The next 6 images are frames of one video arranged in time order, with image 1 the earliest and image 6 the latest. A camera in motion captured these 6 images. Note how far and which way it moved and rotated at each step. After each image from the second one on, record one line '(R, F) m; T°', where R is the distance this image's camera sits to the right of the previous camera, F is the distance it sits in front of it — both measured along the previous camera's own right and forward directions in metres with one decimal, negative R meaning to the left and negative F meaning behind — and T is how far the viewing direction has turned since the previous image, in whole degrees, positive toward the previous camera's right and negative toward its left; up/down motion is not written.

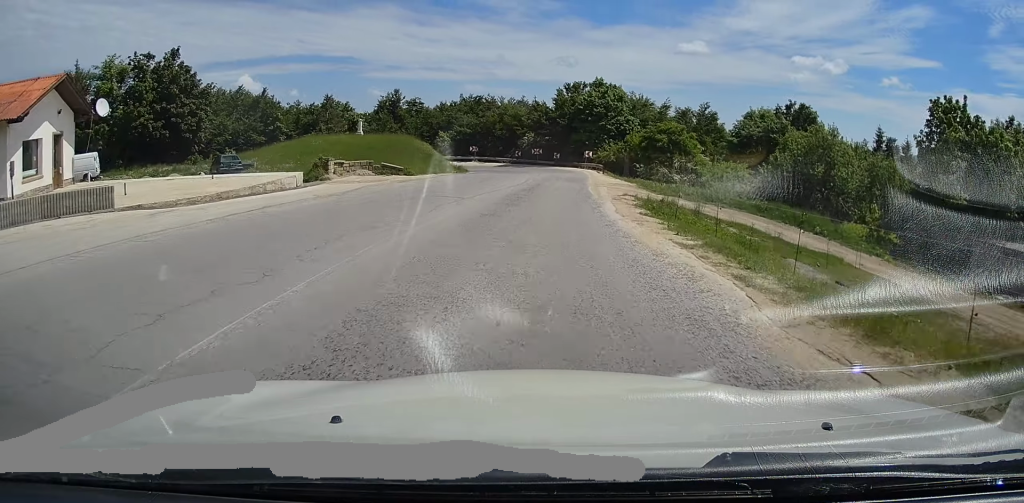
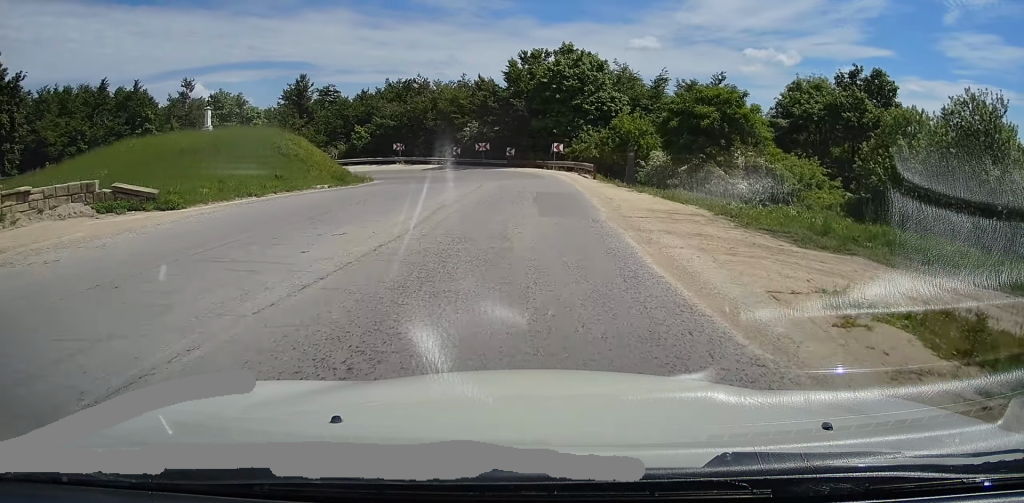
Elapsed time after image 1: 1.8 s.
(+0.6, +21.0) m; +4°
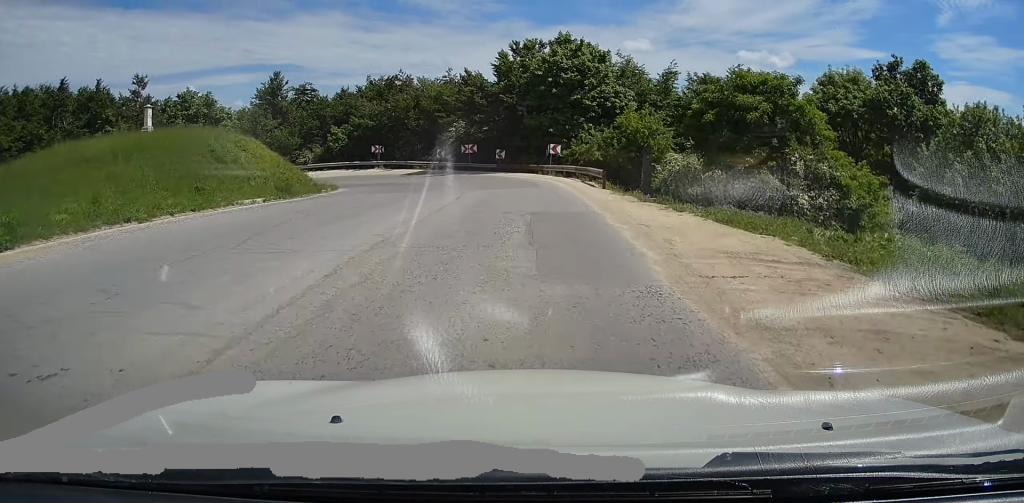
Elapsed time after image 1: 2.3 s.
(0.0, +5.7) m; 0°
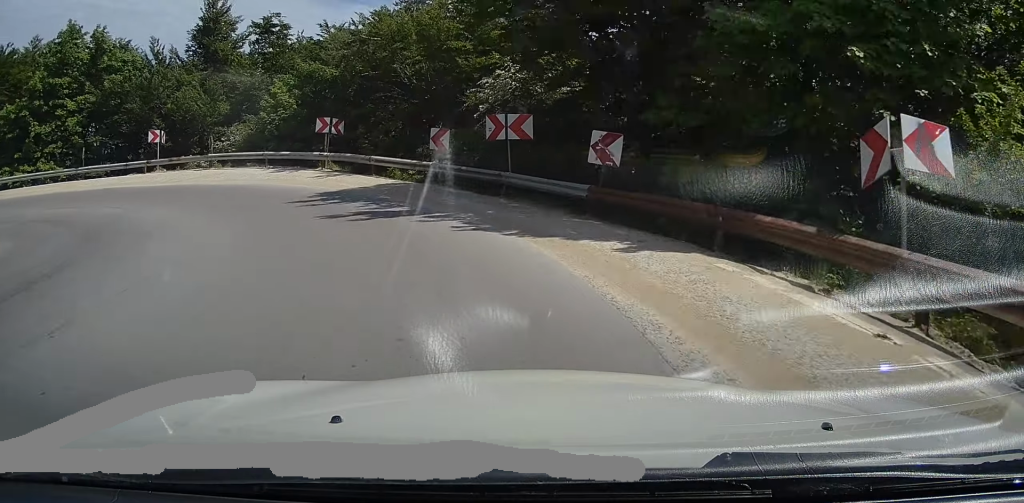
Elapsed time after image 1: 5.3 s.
(-2.9, +31.0) m; -25°
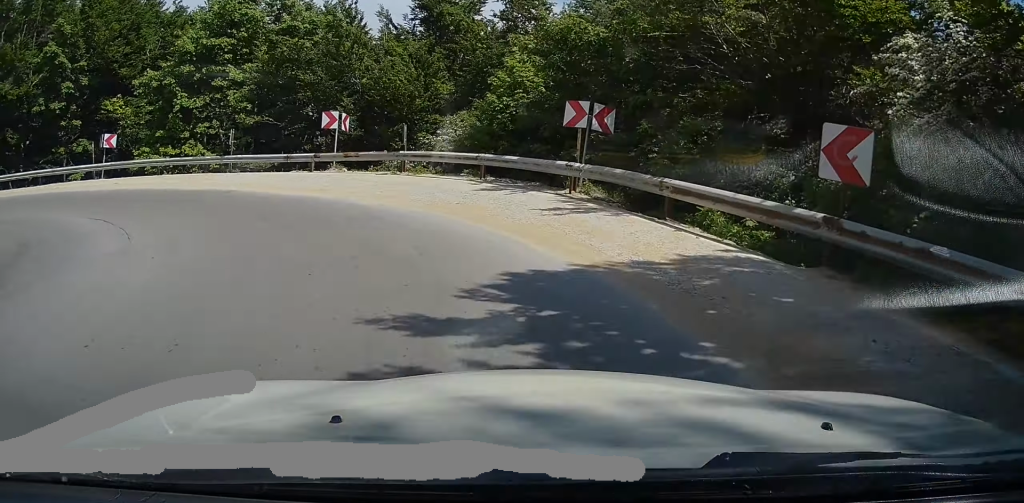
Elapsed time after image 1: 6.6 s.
(-2.9, +10.9) m; -32°
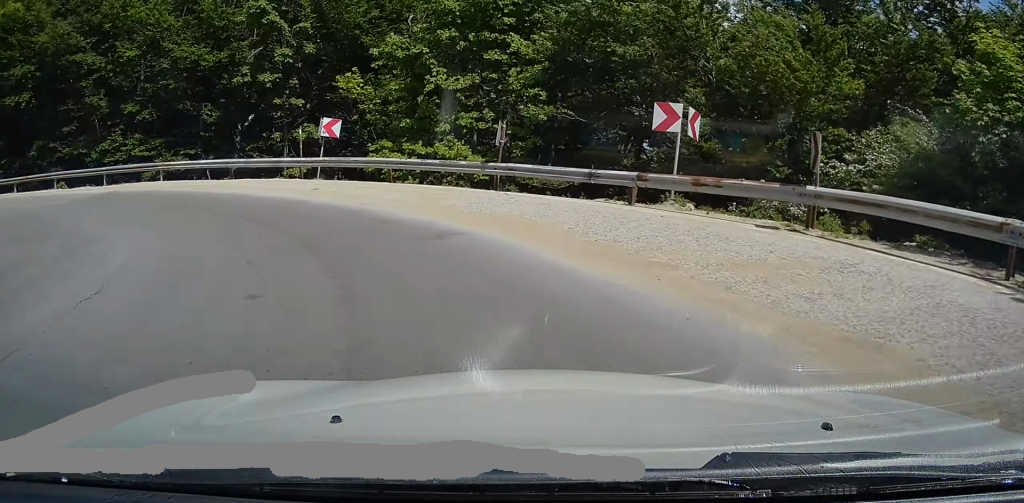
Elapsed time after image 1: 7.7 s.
(-2.5, +10.5) m; -27°
